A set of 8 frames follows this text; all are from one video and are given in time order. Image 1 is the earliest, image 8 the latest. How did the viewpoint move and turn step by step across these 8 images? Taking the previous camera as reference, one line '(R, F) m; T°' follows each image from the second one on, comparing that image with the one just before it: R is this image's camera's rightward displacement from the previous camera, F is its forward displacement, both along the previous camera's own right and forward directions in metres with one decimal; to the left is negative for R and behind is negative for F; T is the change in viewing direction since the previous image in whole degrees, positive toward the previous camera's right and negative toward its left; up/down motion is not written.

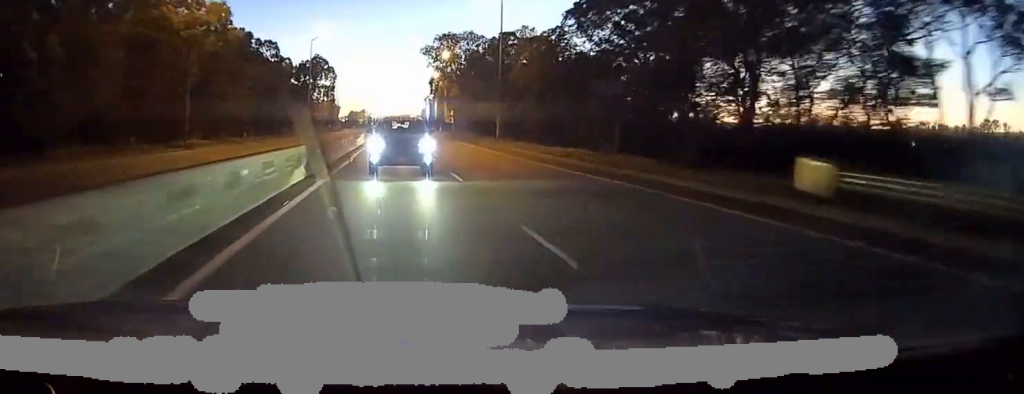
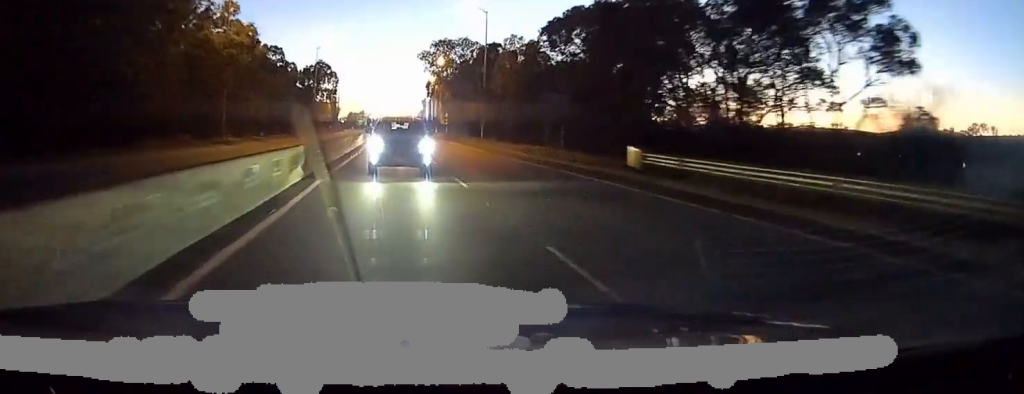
(-0.3, +10.1) m; +1°
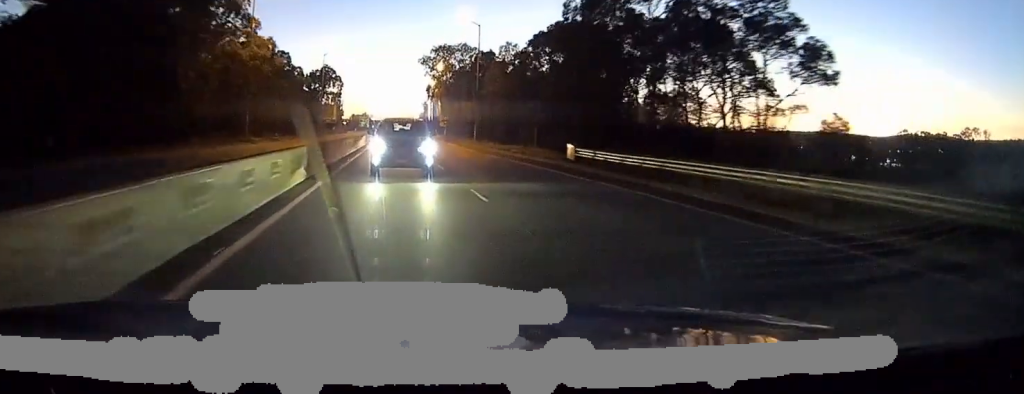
(-0.3, +8.2) m; +1°
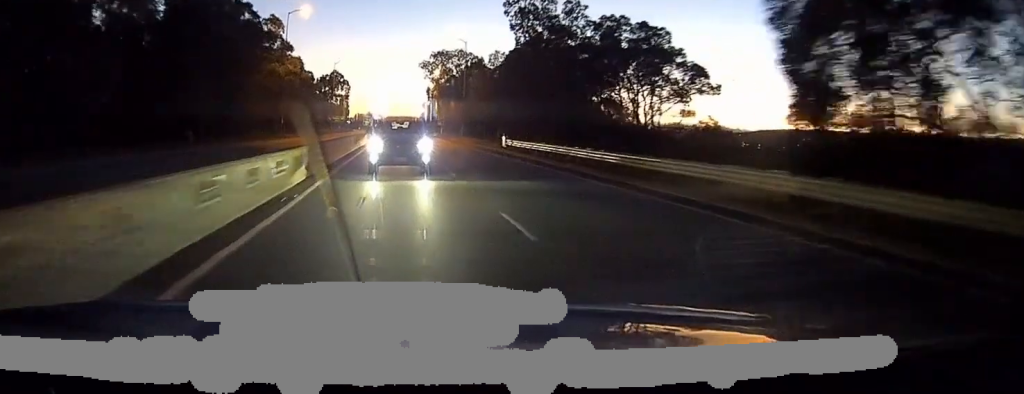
(+0.9, +18.7) m; +2°
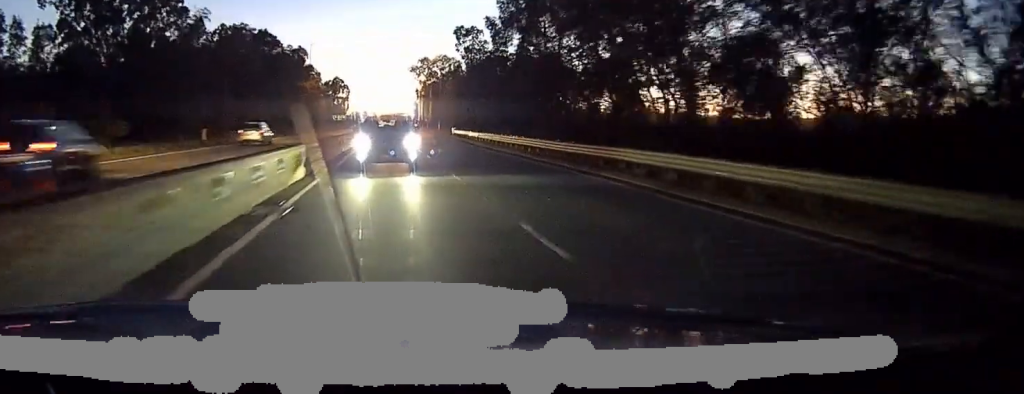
(-1.0, +33.6) m; -2°
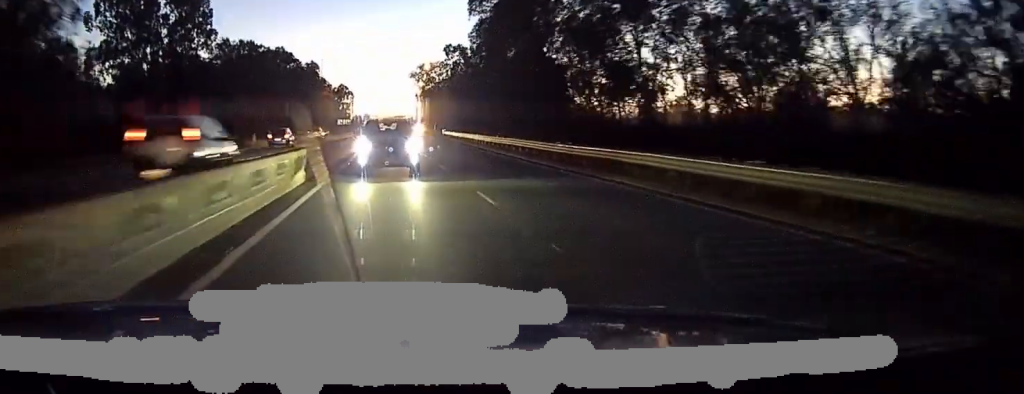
(+0.1, +18.0) m; 0°
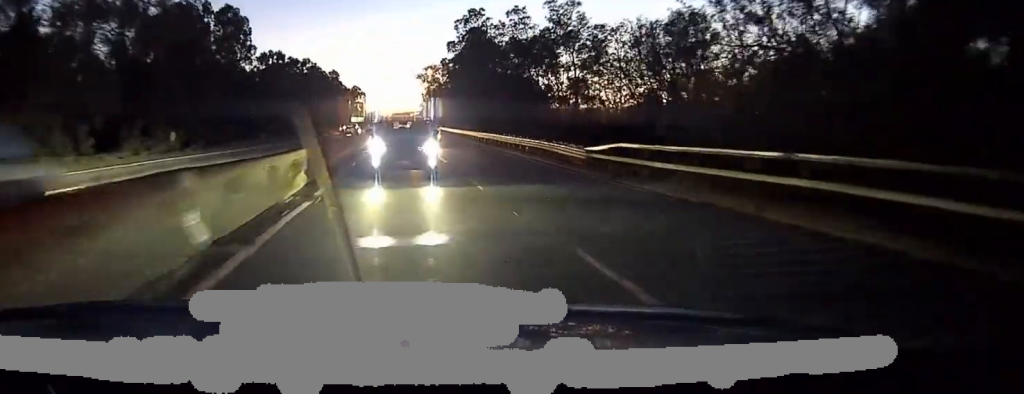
(0.0, +28.2) m; 0°
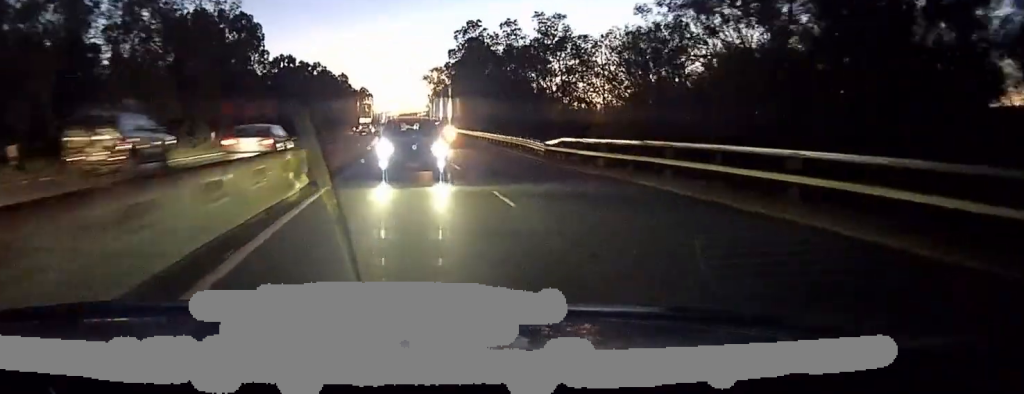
(0.0, +7.7) m; -1°
